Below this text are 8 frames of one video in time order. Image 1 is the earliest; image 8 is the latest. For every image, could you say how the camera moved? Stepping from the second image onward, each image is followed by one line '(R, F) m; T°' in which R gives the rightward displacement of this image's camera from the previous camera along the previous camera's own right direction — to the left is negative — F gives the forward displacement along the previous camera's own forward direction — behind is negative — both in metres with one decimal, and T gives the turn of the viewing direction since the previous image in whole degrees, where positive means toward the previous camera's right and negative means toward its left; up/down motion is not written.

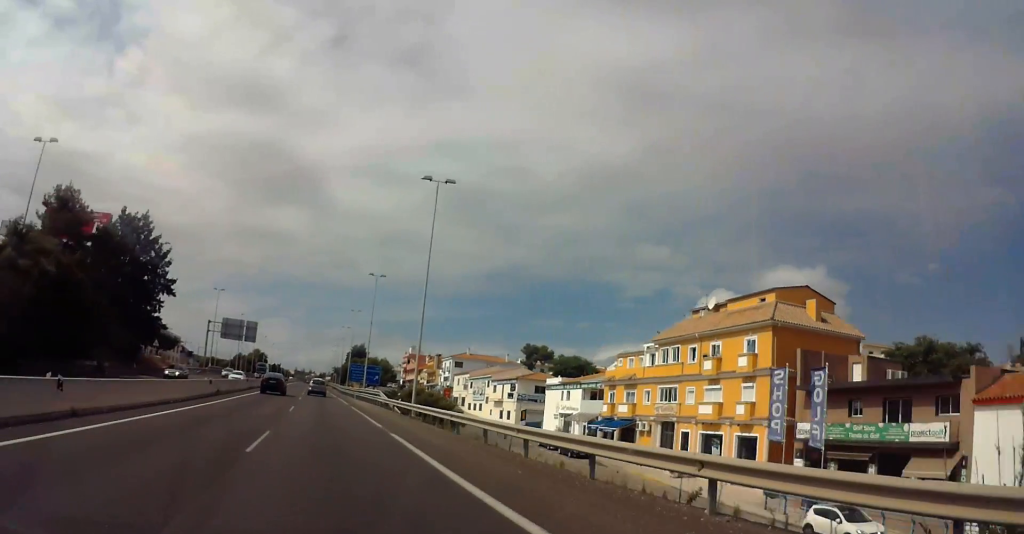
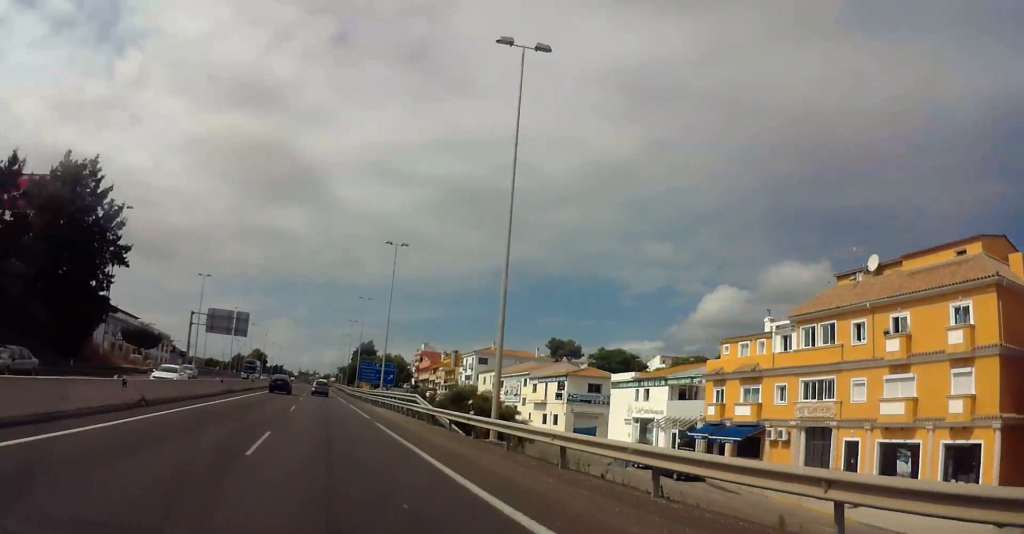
(+0.2, +18.9) m; 0°
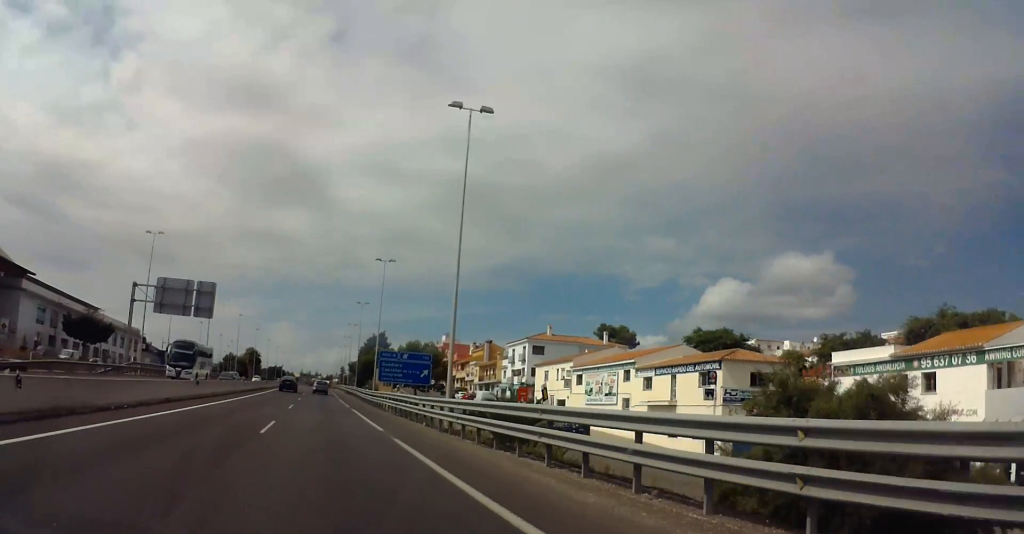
(-0.4, +32.0) m; 0°
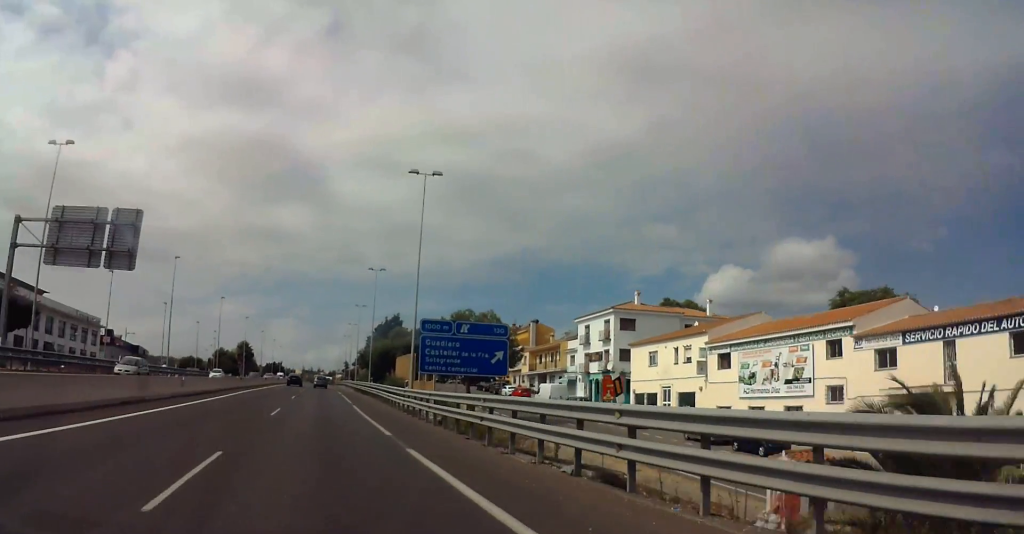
(+0.7, +28.2) m; +1°
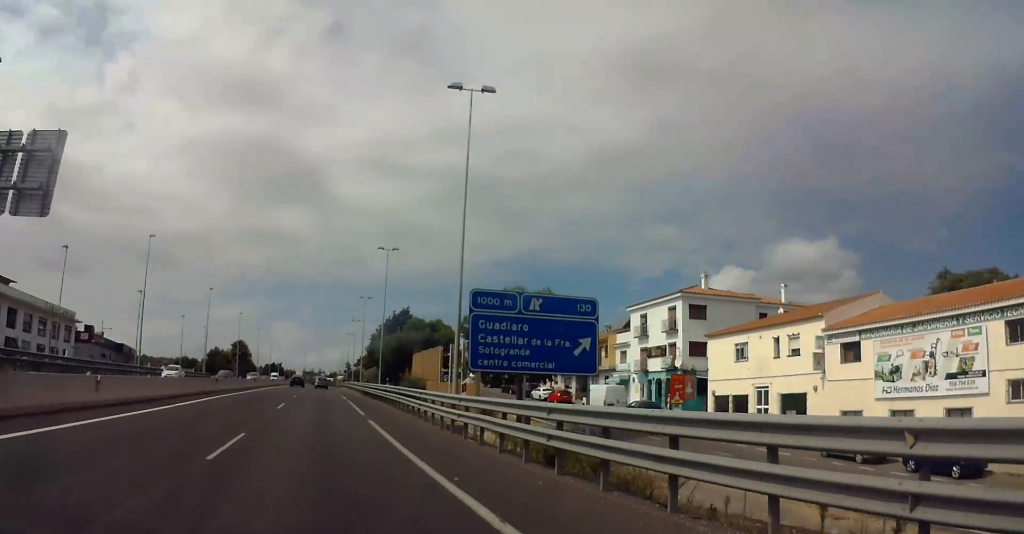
(-0.2, +14.1) m; 0°
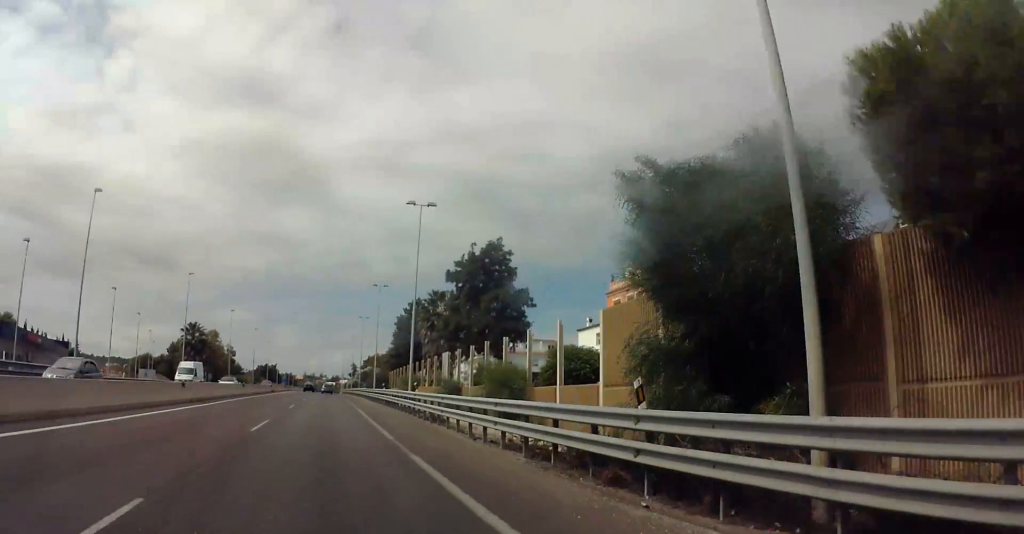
(-1.0, +58.3) m; -1°
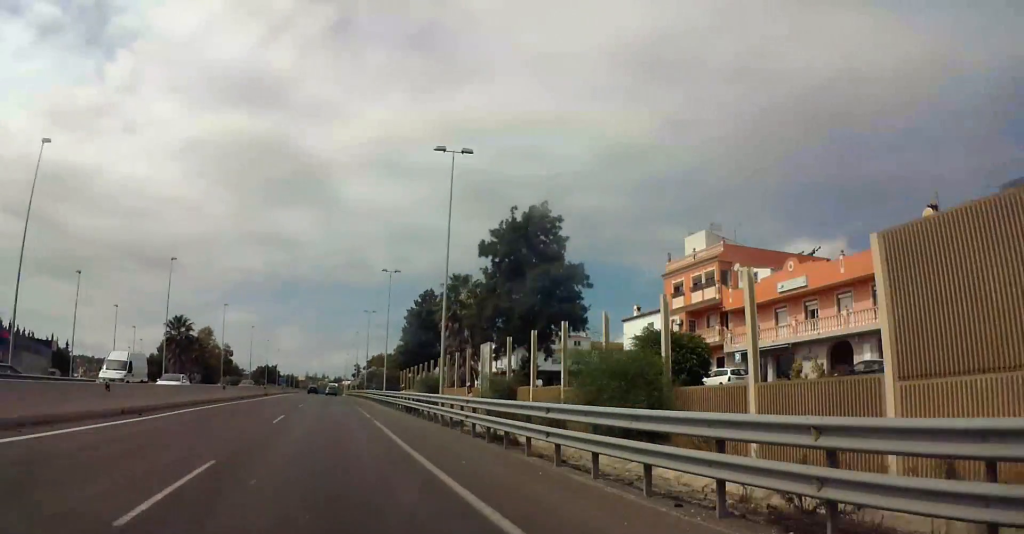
(+0.2, +11.0) m; 0°
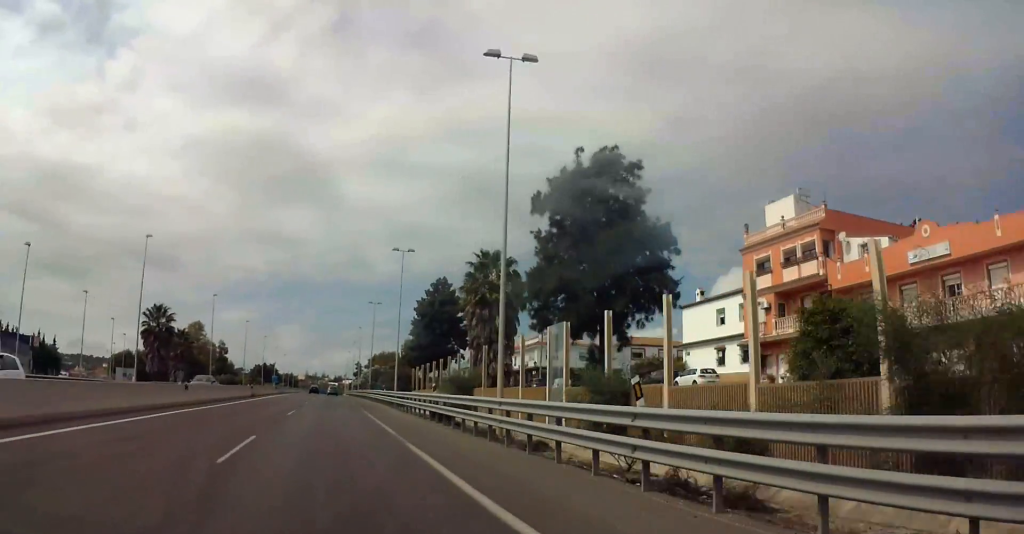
(+0.2, +12.0) m; 0°
